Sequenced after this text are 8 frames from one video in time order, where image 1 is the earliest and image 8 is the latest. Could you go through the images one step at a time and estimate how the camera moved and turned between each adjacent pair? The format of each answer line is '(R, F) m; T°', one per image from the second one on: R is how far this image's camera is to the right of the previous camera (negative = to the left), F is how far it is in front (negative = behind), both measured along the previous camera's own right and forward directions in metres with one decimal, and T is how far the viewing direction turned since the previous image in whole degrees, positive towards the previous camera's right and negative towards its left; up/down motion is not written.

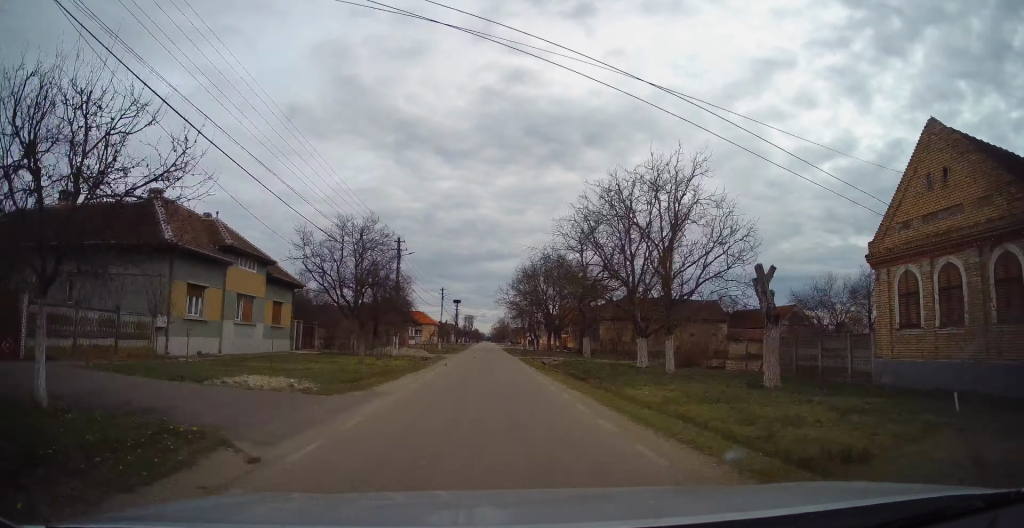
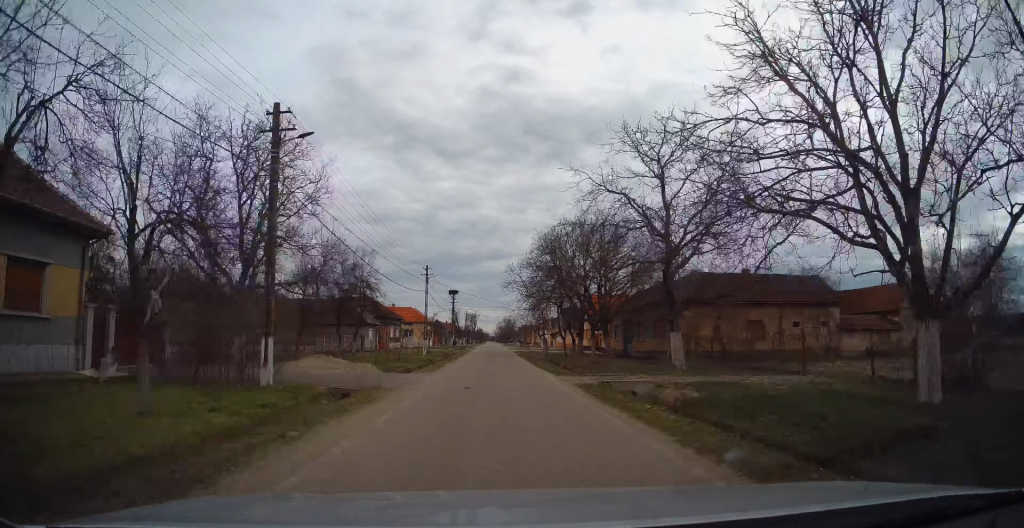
(+0.5, +22.3) m; 0°
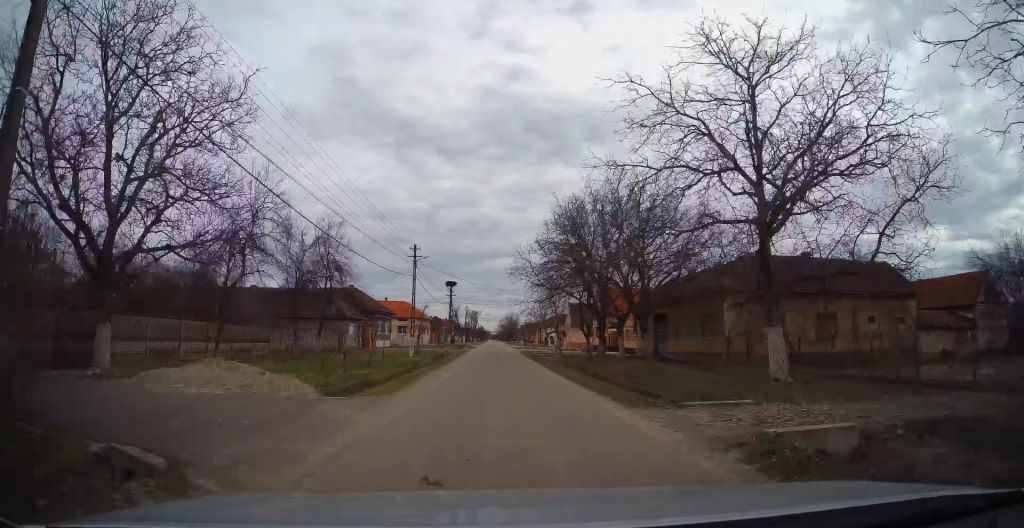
(-0.3, +9.6) m; -1°
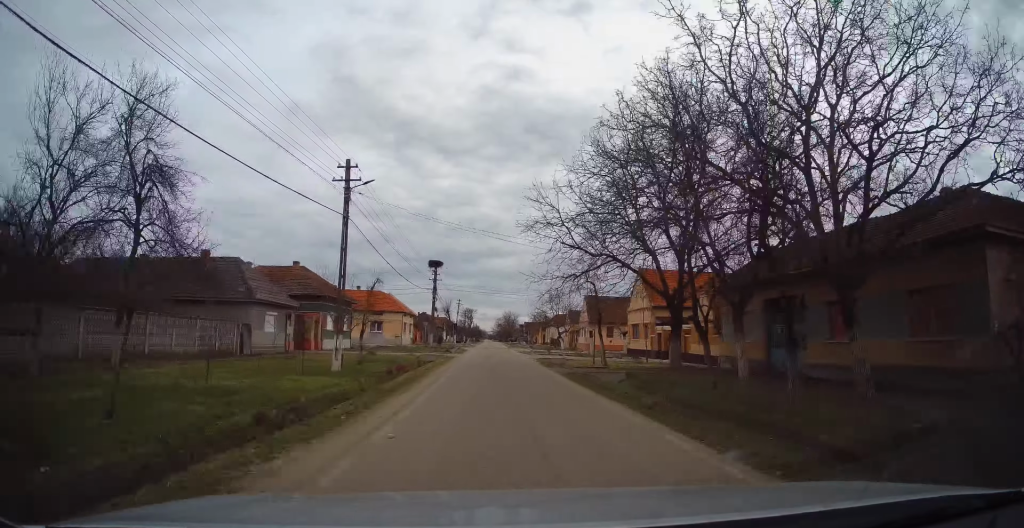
(+0.1, +18.6) m; -1°
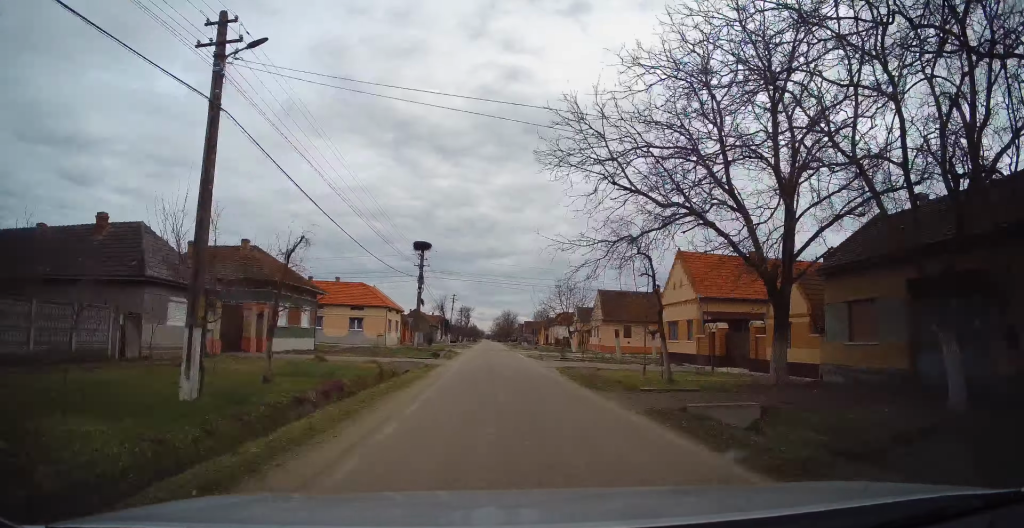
(-0.4, +10.2) m; 0°
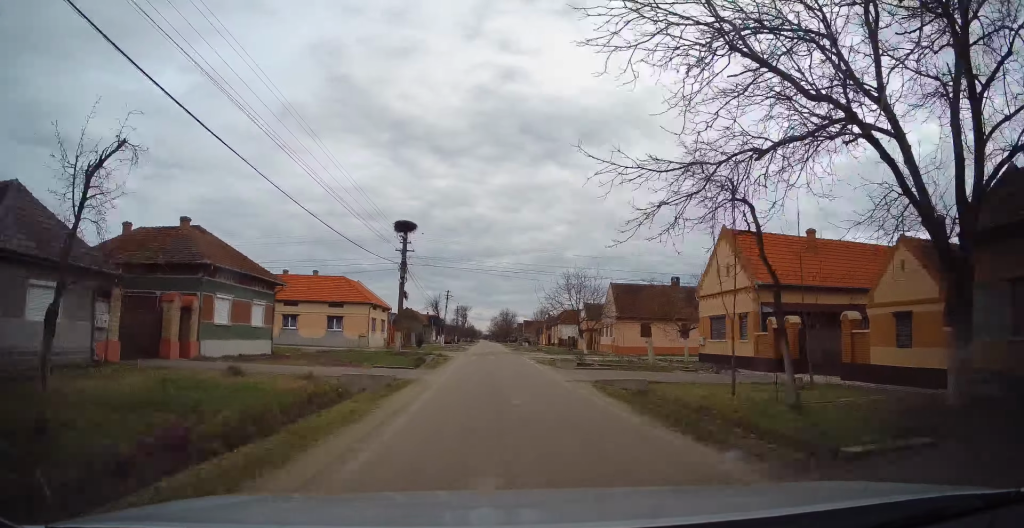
(+0.2, +7.8) m; +1°
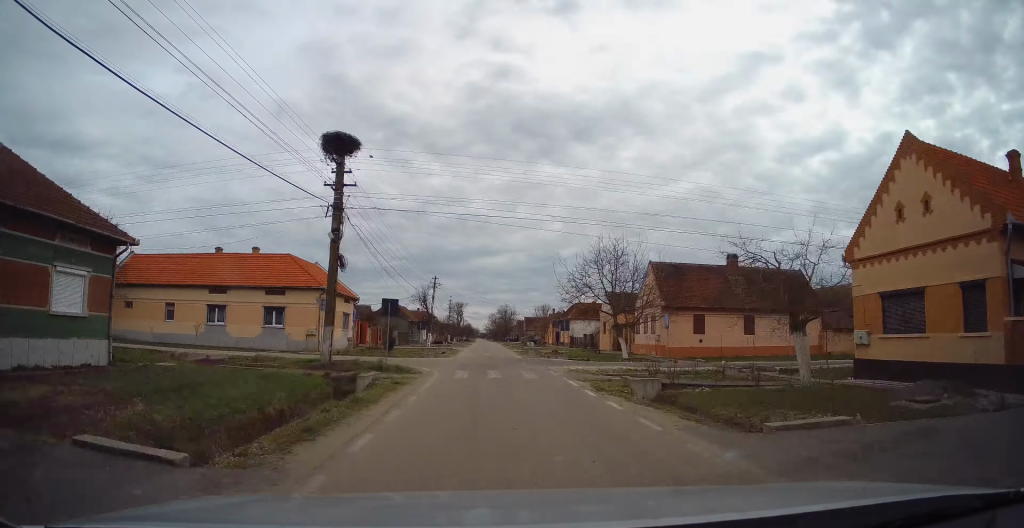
(+0.2, +15.2) m; 0°
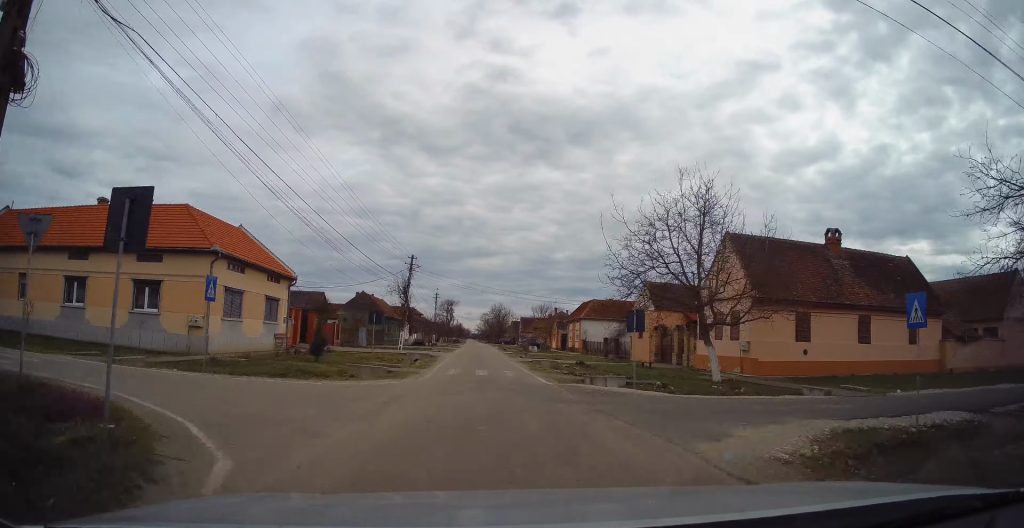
(+0.3, +16.2) m; +5°
